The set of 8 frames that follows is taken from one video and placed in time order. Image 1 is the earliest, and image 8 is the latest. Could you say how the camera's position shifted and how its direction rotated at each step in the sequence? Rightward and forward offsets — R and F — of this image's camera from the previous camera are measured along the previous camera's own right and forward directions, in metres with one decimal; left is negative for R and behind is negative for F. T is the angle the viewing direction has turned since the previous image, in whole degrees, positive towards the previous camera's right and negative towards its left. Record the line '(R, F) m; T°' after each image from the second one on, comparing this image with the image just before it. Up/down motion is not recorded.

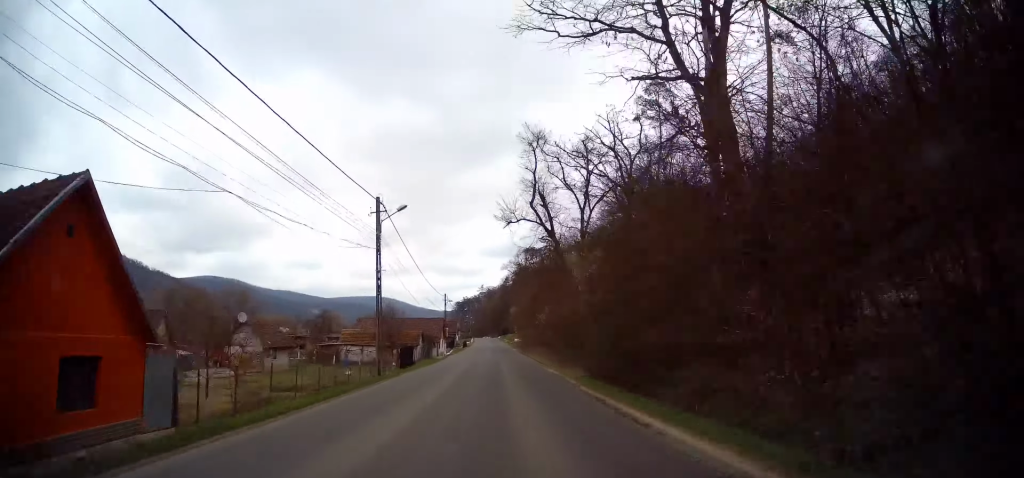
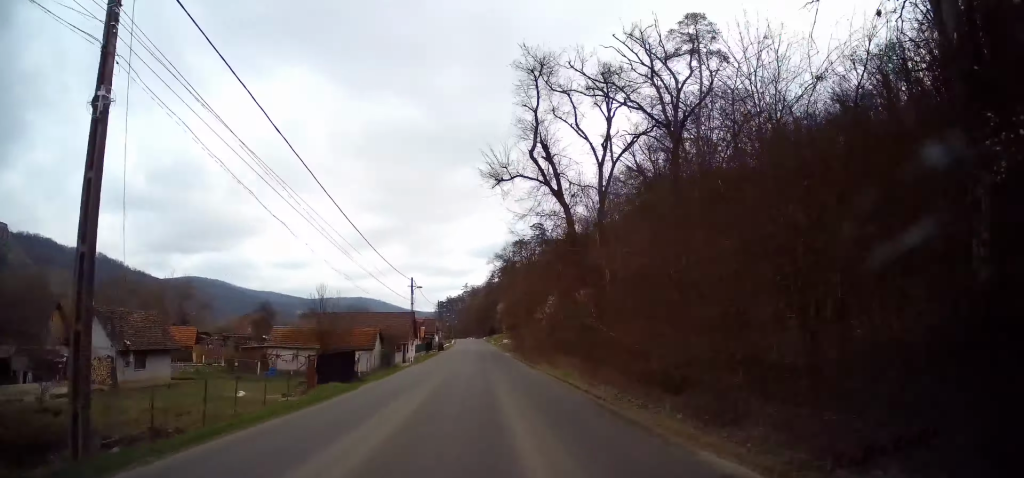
(-0.6, +18.2) m; +1°
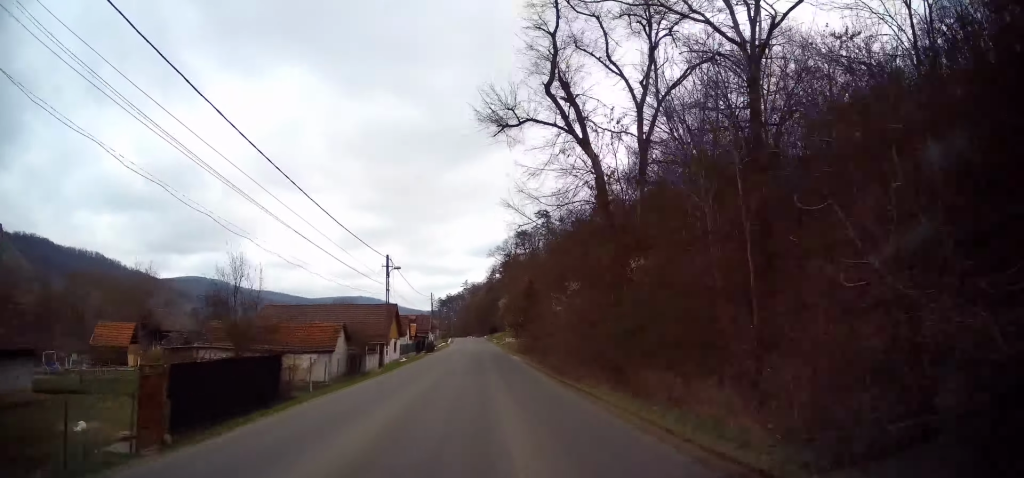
(+0.7, +12.5) m; +1°
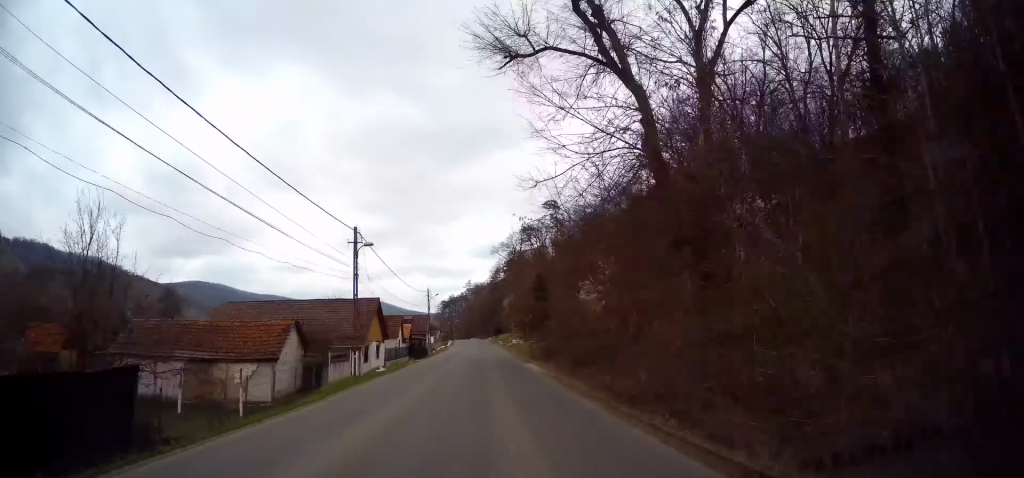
(0.0, +9.9) m; 0°
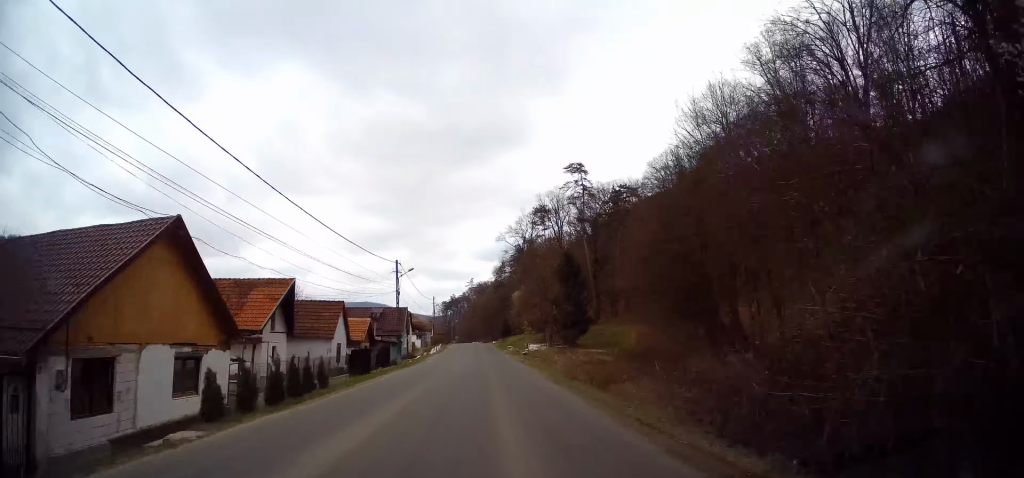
(-0.6, +27.0) m; -1°
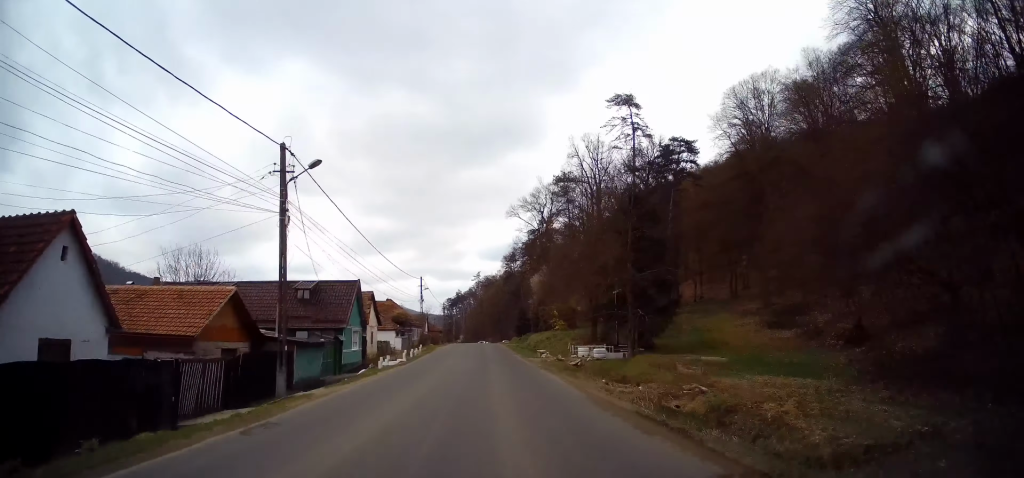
(+0.1, +26.3) m; -2°
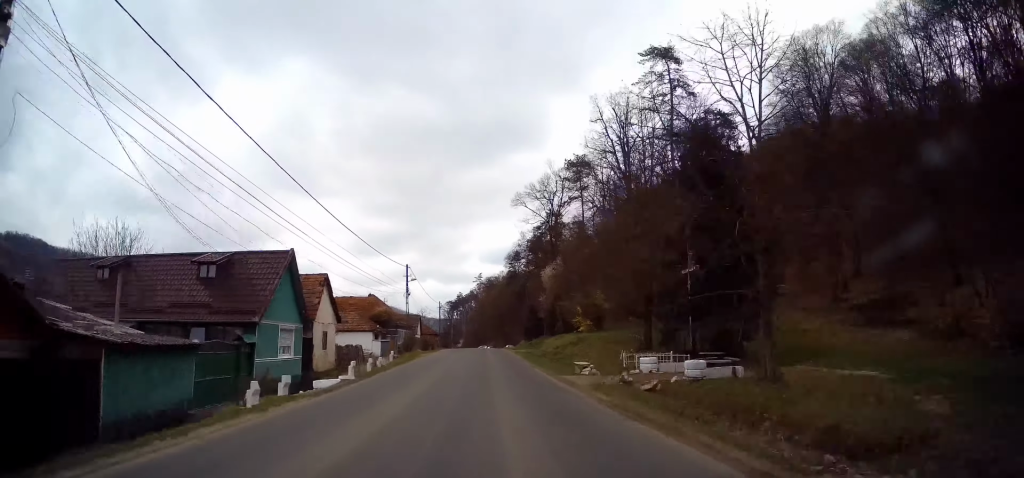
(-0.4, +12.4) m; 0°
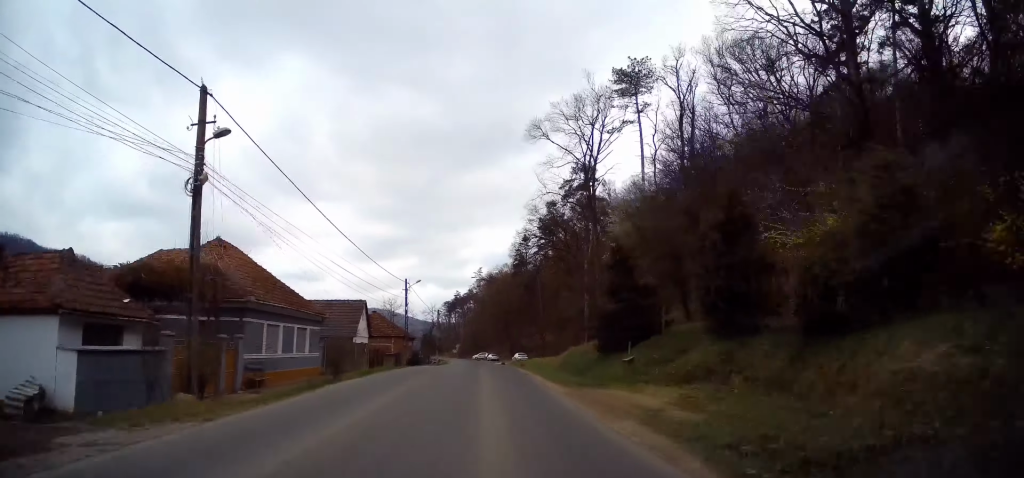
(+0.5, +35.6) m; +1°
